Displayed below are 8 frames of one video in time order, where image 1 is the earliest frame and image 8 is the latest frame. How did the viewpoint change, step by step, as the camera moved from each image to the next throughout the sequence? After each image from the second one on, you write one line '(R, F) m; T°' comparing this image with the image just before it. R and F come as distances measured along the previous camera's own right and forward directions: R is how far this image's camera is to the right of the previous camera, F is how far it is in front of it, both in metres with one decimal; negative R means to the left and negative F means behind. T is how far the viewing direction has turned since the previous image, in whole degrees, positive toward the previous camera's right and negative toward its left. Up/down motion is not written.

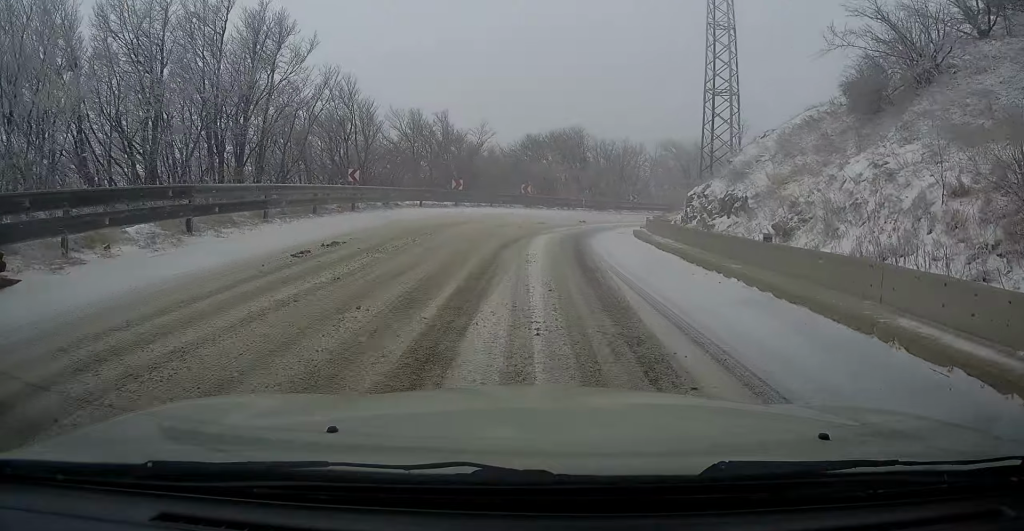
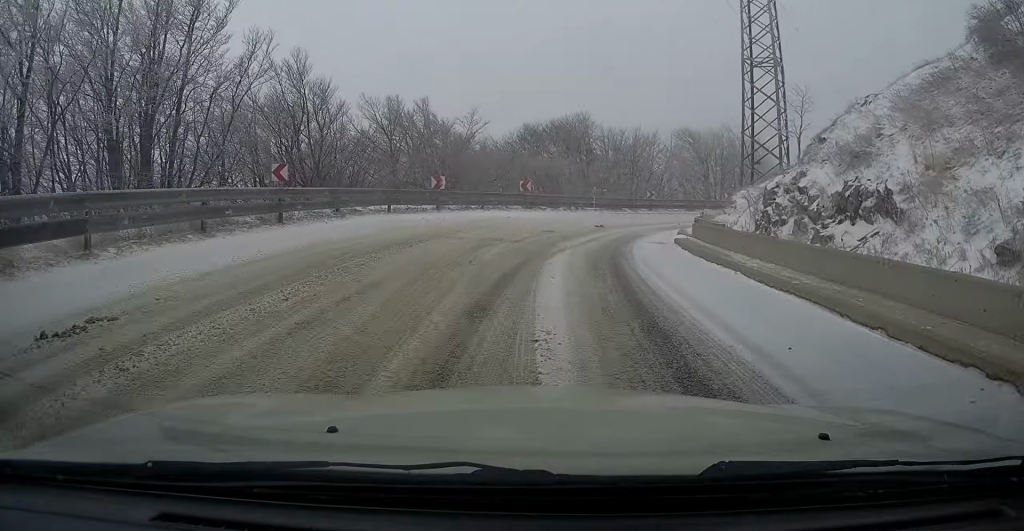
(-0.2, +7.1) m; -1°
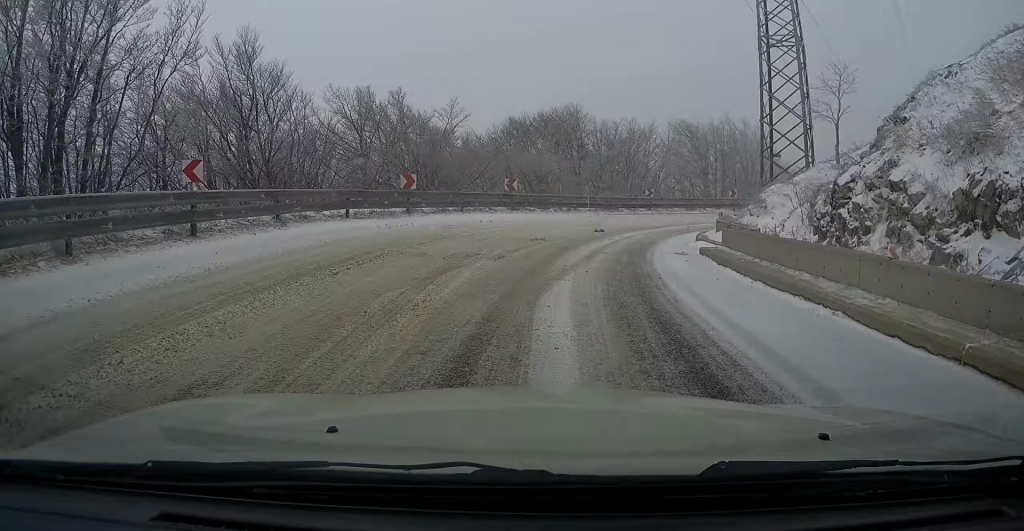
(0.0, +4.1) m; +2°
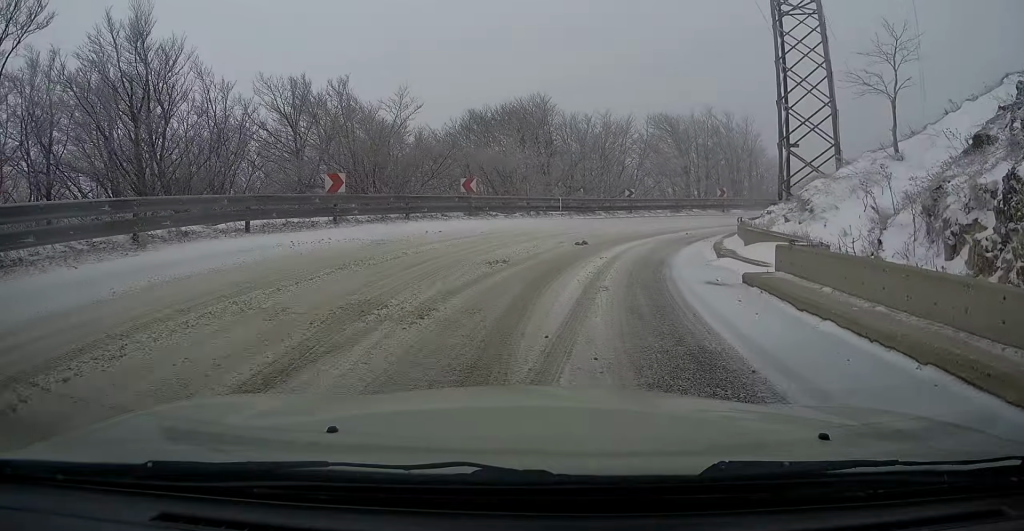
(0.0, +5.3) m; +5°
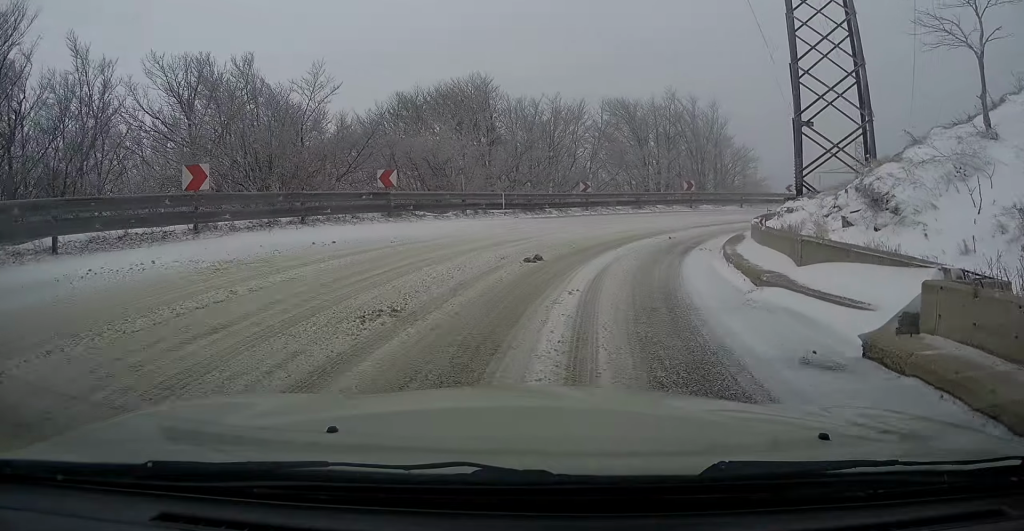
(+0.6, +5.3) m; +4°
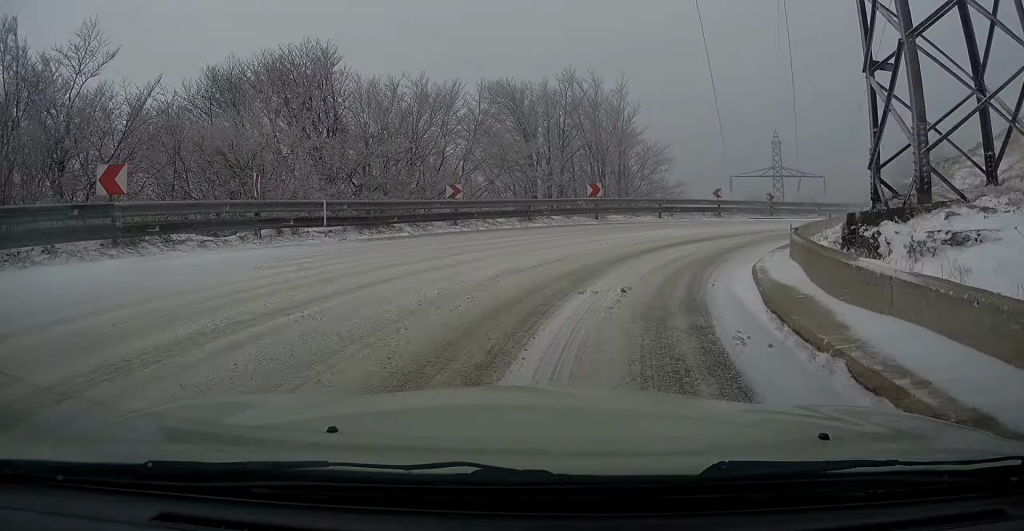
(+0.1, +8.8) m; +6°
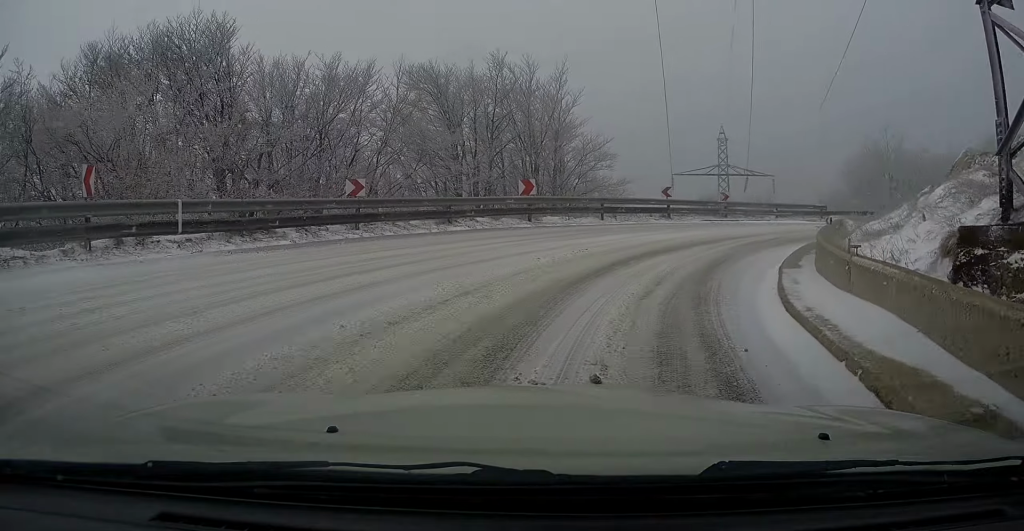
(+0.3, +3.7) m; +9°
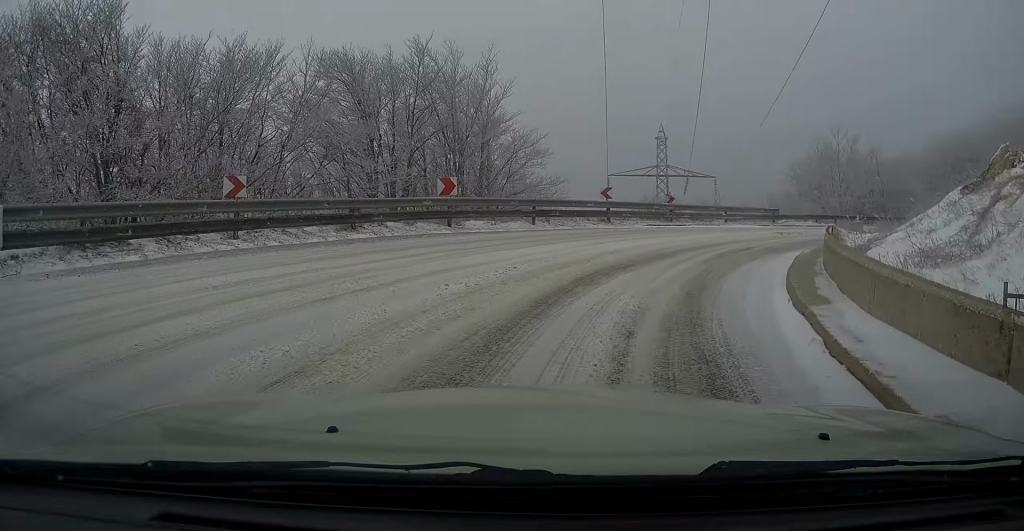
(0.0, +3.0) m; +8°
